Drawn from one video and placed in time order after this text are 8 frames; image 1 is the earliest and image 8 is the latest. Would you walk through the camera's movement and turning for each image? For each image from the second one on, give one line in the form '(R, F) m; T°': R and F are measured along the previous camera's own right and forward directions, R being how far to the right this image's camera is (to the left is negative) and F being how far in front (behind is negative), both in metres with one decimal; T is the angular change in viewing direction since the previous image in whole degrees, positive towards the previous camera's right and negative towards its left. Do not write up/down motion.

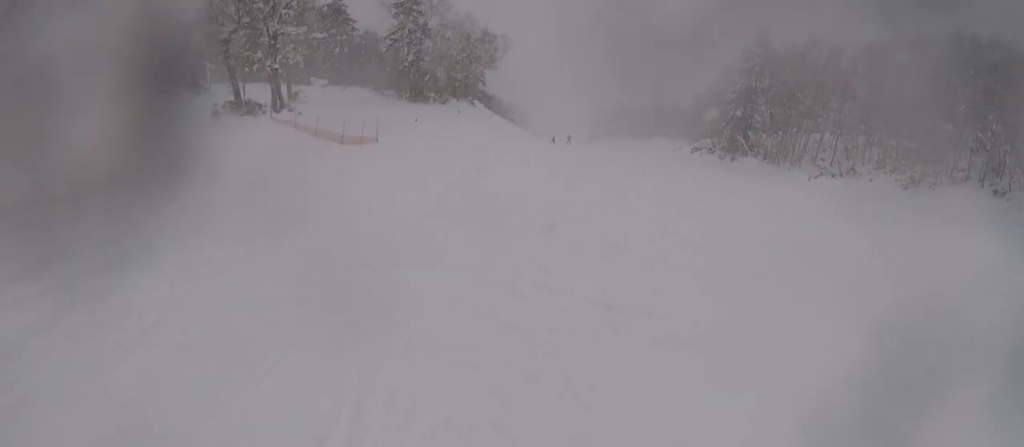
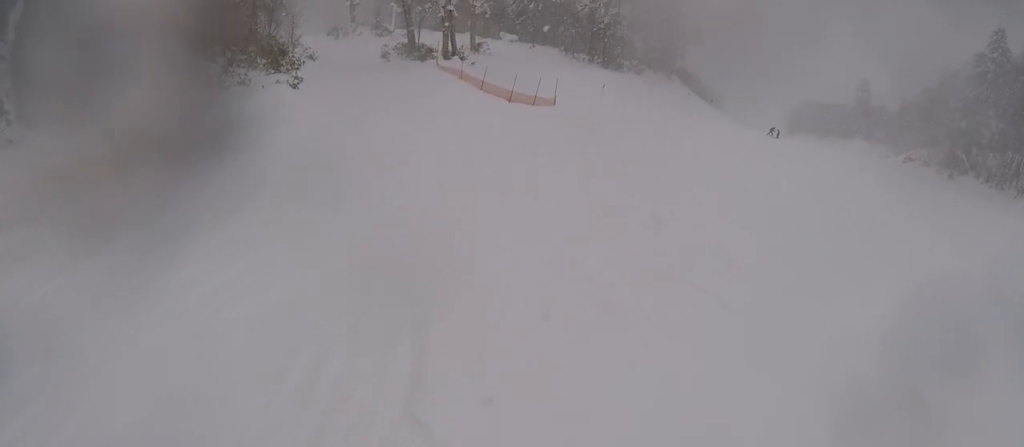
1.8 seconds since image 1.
(-1.9, +9.8) m; -22°
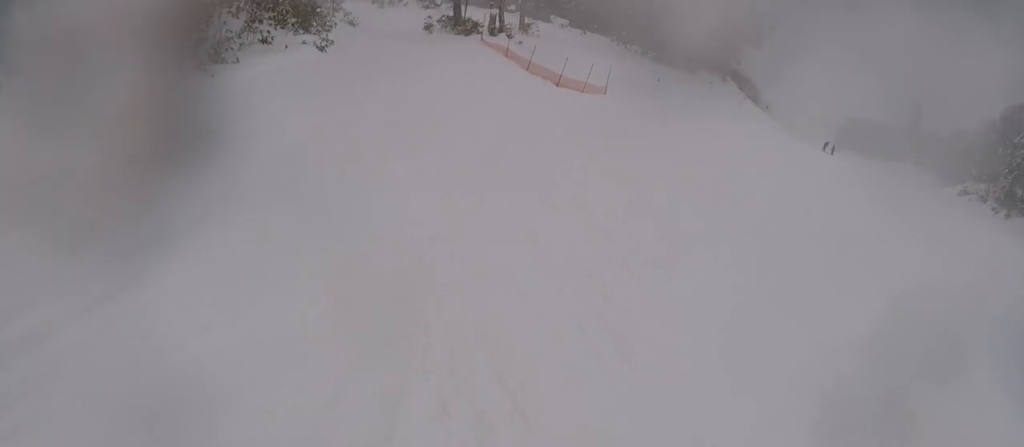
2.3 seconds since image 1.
(-0.4, +3.4) m; -5°
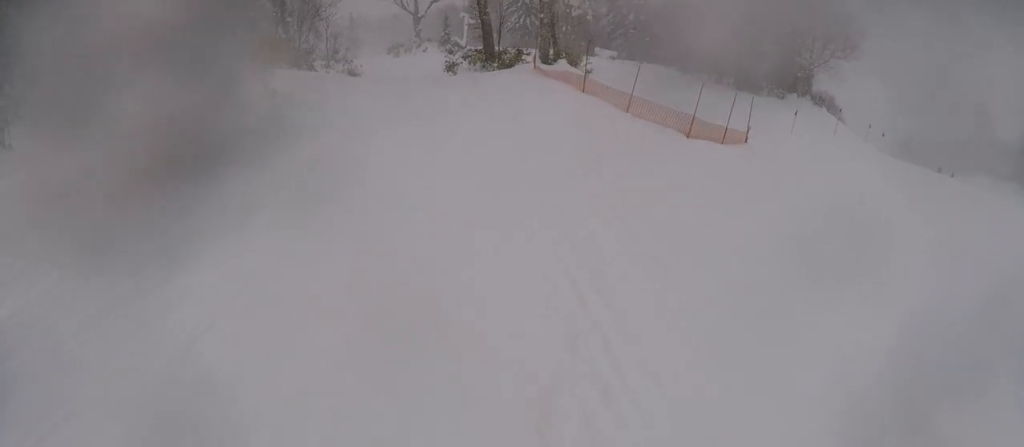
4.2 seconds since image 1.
(+0.1, +14.5) m; +1°
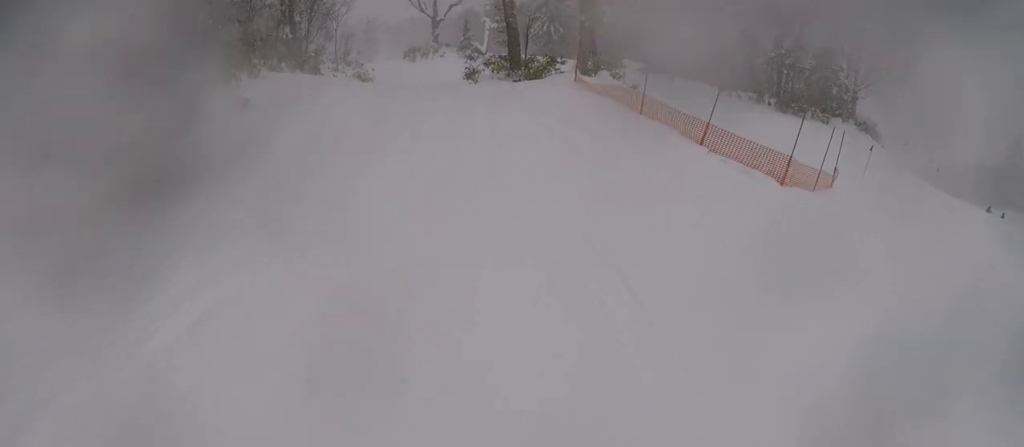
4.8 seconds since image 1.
(0.0, +4.1) m; -1°
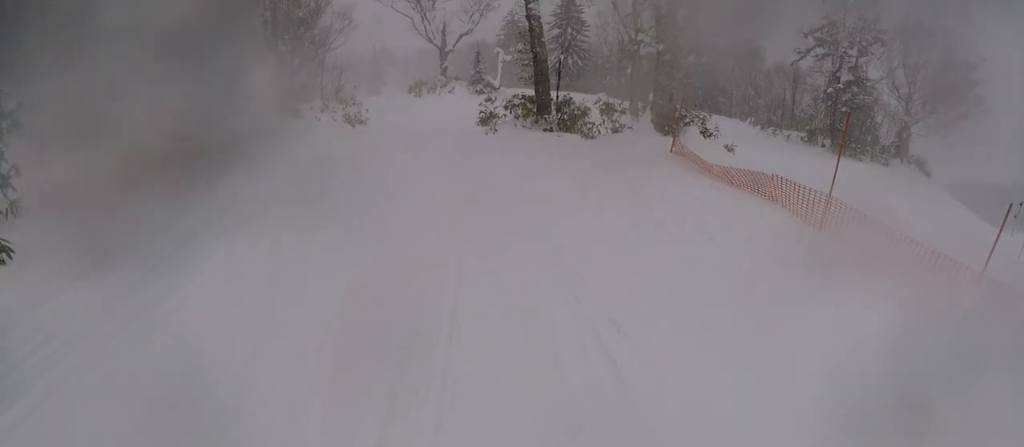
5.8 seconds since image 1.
(-0.3, +8.6) m; -3°
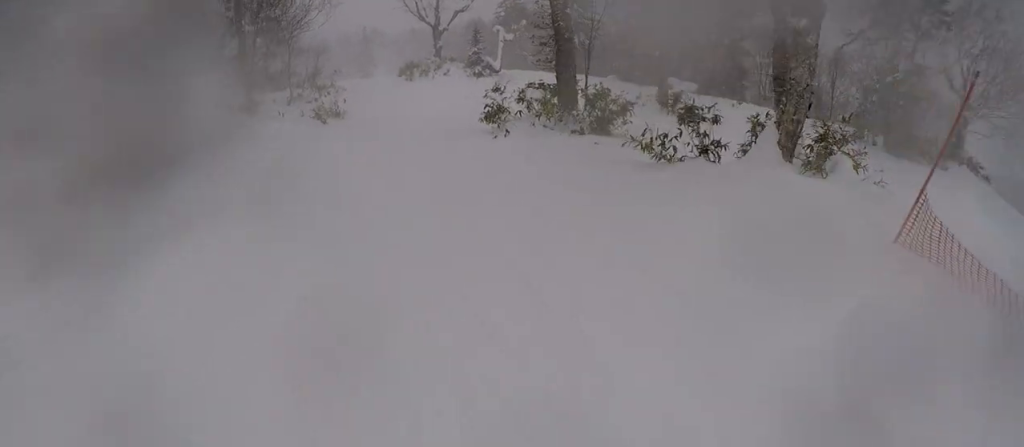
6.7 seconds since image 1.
(0.0, +7.1) m; -3°
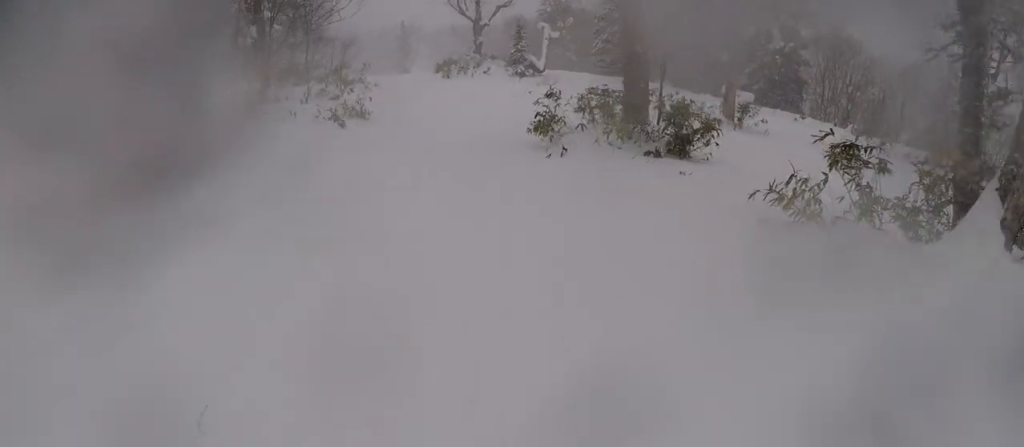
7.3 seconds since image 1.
(+0.1, +4.4) m; -5°
